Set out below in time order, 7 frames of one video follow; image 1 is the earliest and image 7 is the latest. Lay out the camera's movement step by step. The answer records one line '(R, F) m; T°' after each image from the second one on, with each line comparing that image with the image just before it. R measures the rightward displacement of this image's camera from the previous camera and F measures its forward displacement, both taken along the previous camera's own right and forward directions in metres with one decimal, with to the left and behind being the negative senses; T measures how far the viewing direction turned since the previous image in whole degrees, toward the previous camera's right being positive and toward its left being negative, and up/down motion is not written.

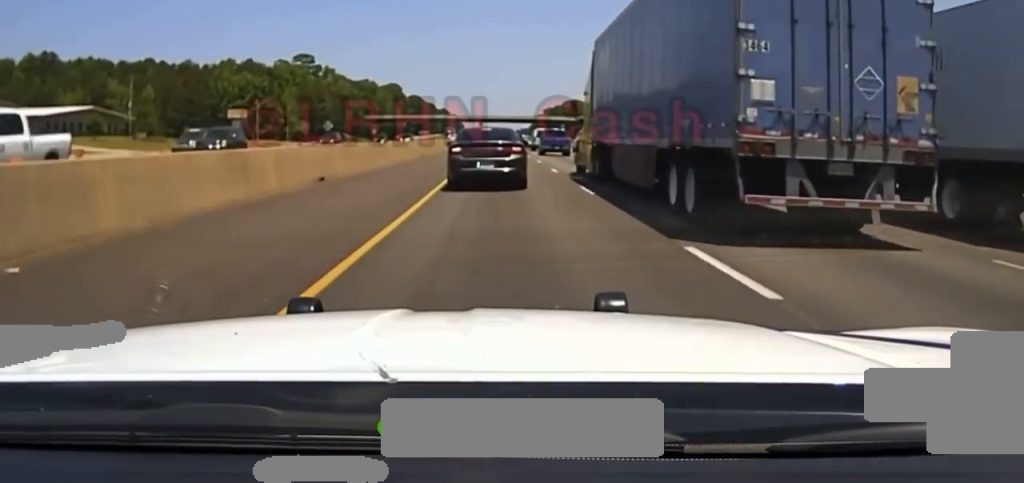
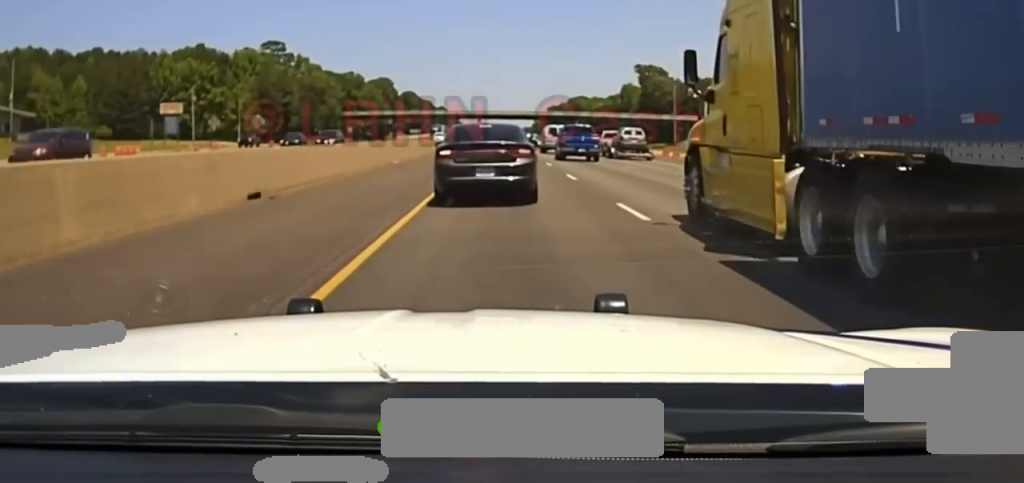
(+0.2, +45.9) m; 0°
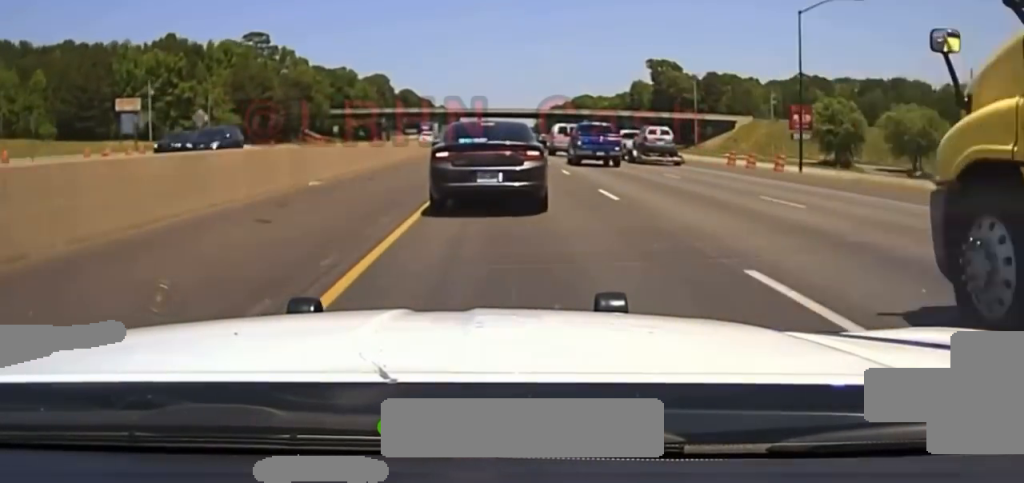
(0.0, +19.7) m; 0°
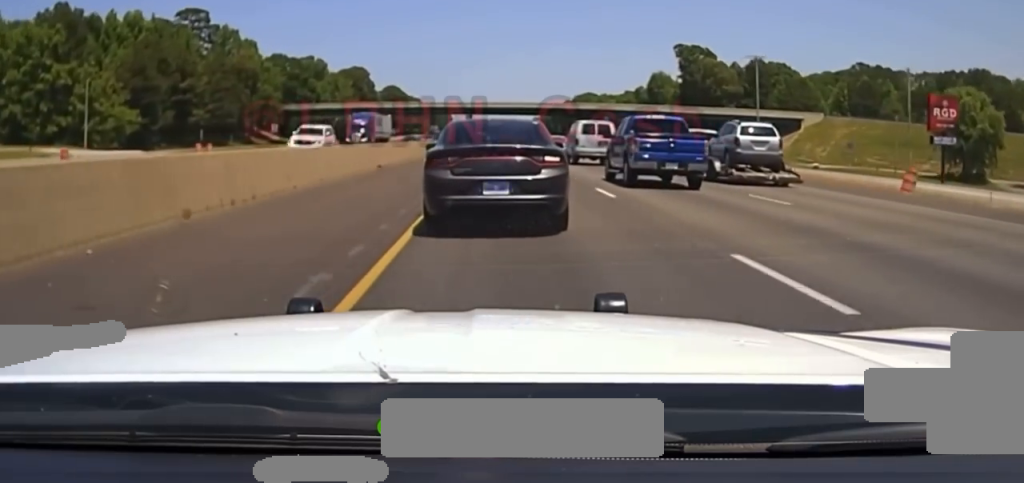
(0.0, +48.1) m; 0°
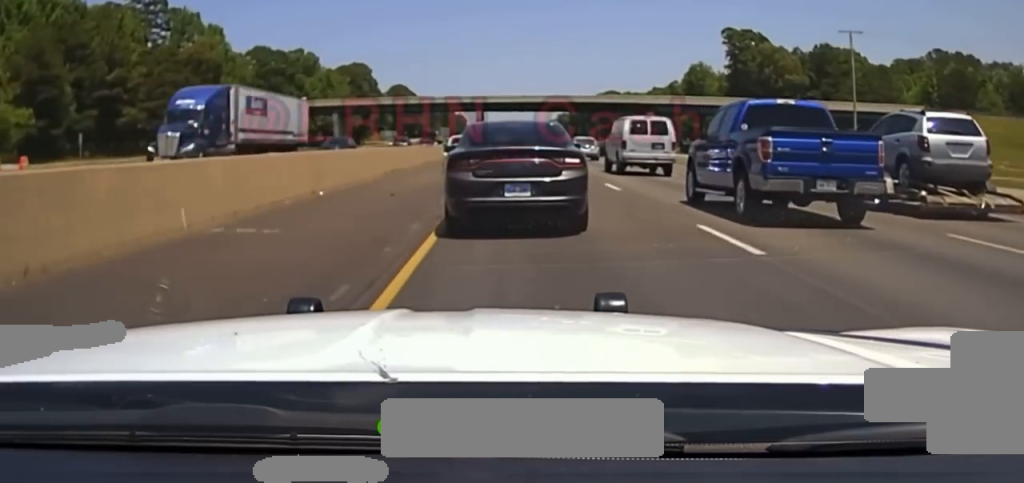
(-0.1, +32.8) m; 0°
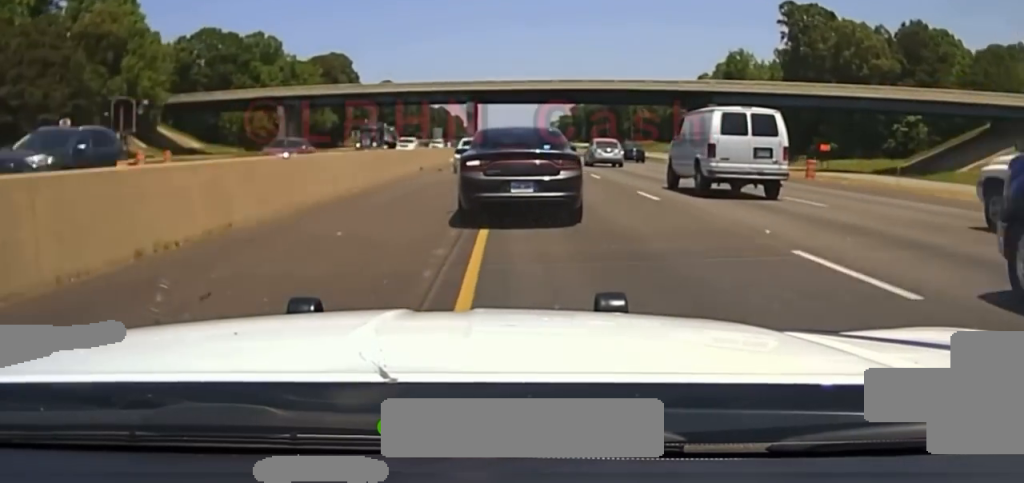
(-0.1, +39.3) m; 0°
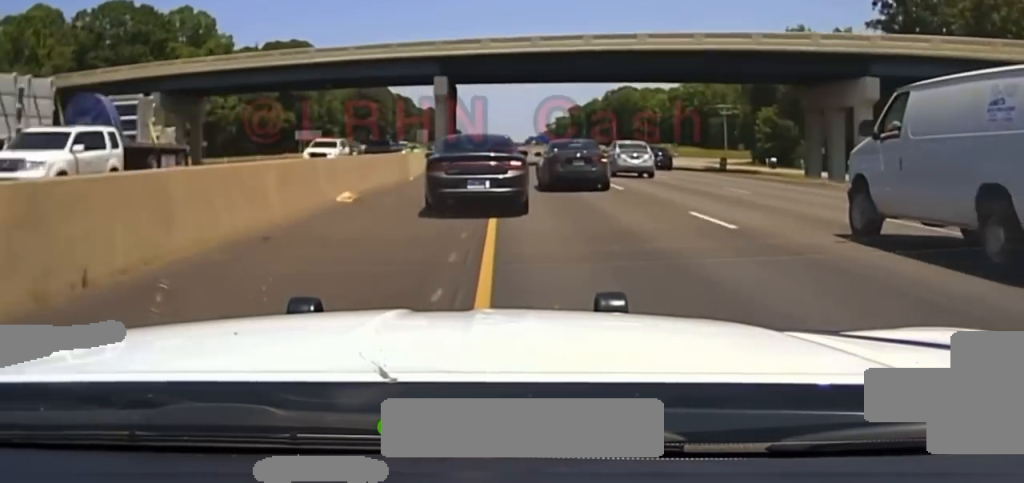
(0.0, +41.6) m; 0°
